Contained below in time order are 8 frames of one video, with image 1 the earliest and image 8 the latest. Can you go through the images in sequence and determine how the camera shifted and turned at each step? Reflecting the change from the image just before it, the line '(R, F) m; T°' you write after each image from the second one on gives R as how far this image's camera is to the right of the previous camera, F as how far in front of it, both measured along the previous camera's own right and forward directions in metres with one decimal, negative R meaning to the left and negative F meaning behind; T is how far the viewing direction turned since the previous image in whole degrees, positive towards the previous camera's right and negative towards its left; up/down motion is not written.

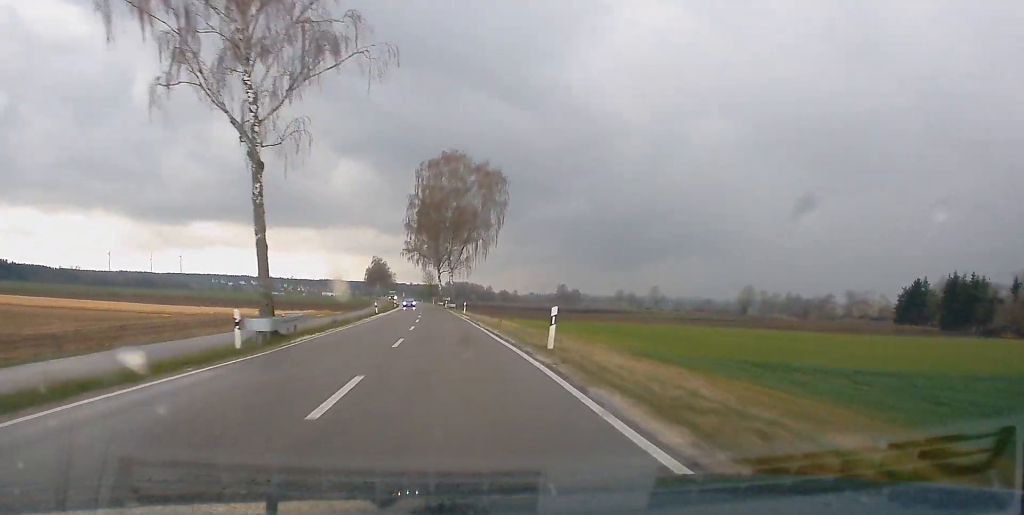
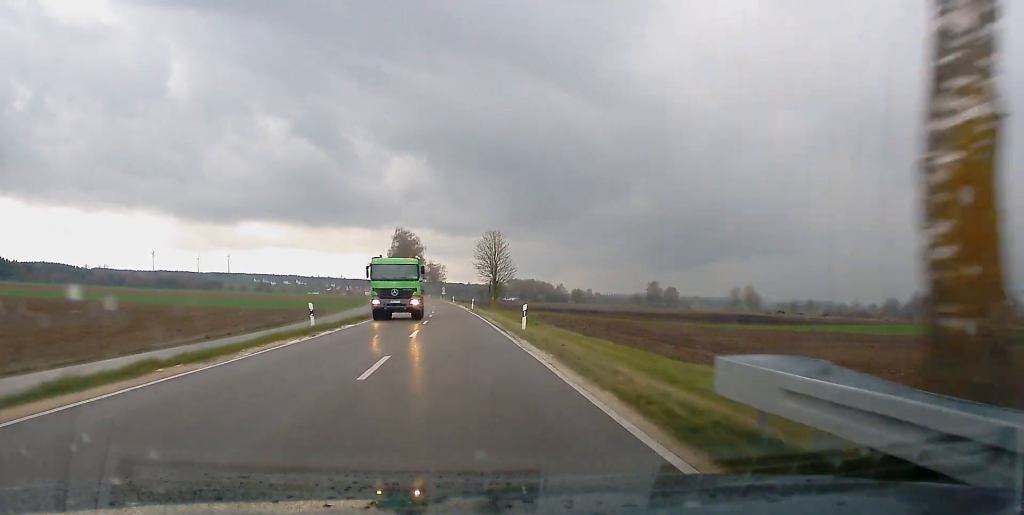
(-4.3, +142.6) m; -3°
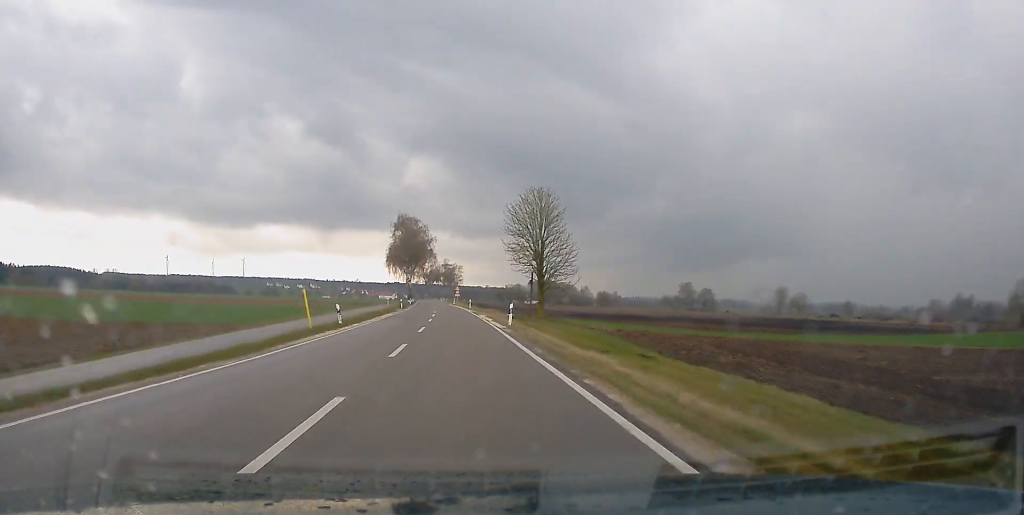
(-0.6, +43.1) m; -1°
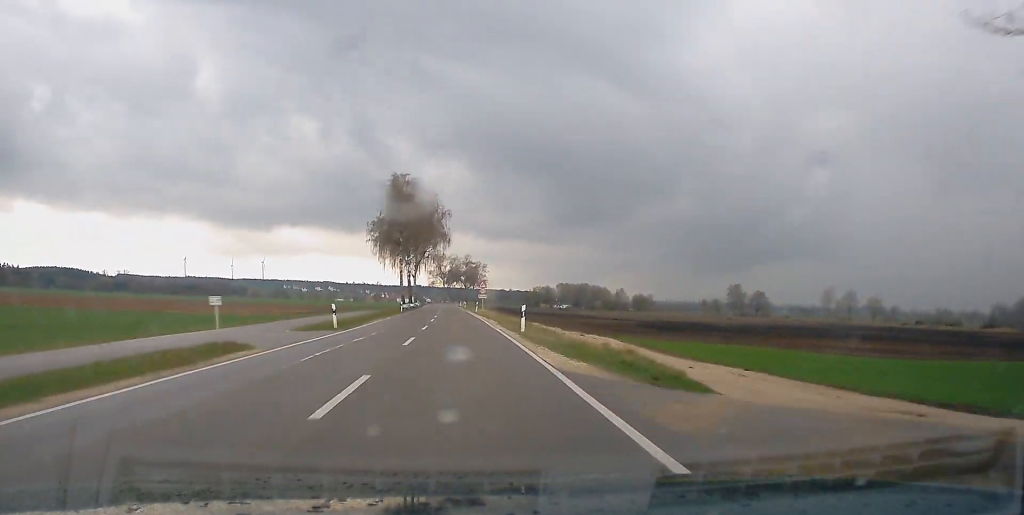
(-0.7, +54.7) m; -1°
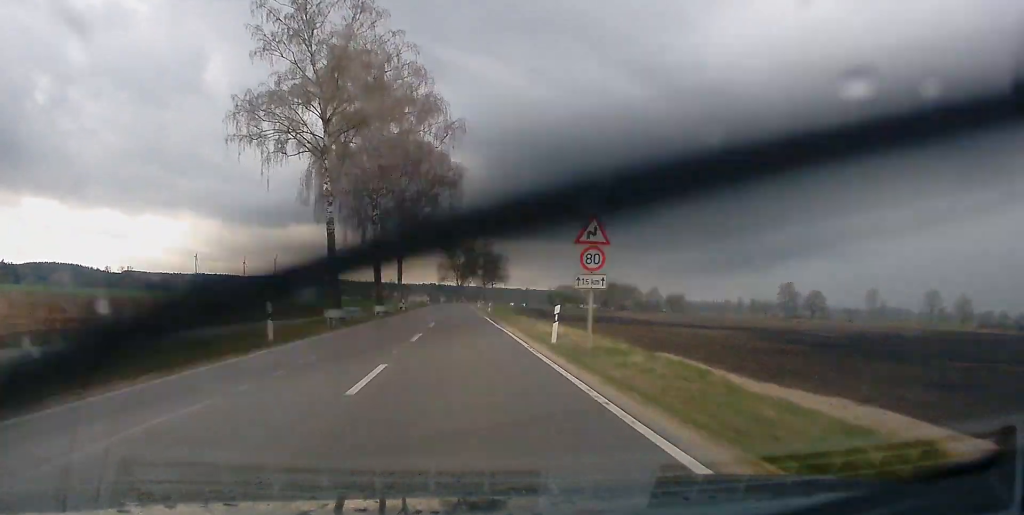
(-0.2, +54.3) m; -1°
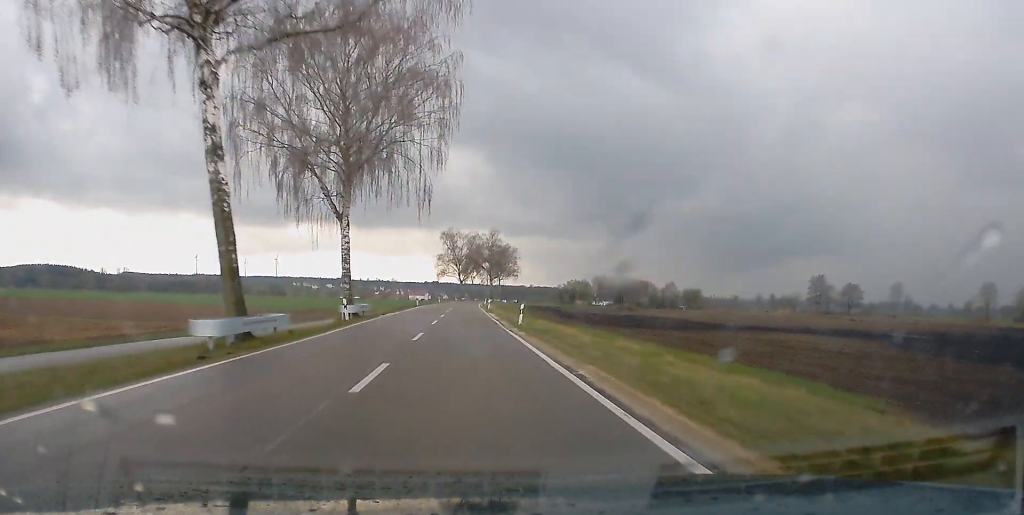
(-0.2, +34.1) m; -1°
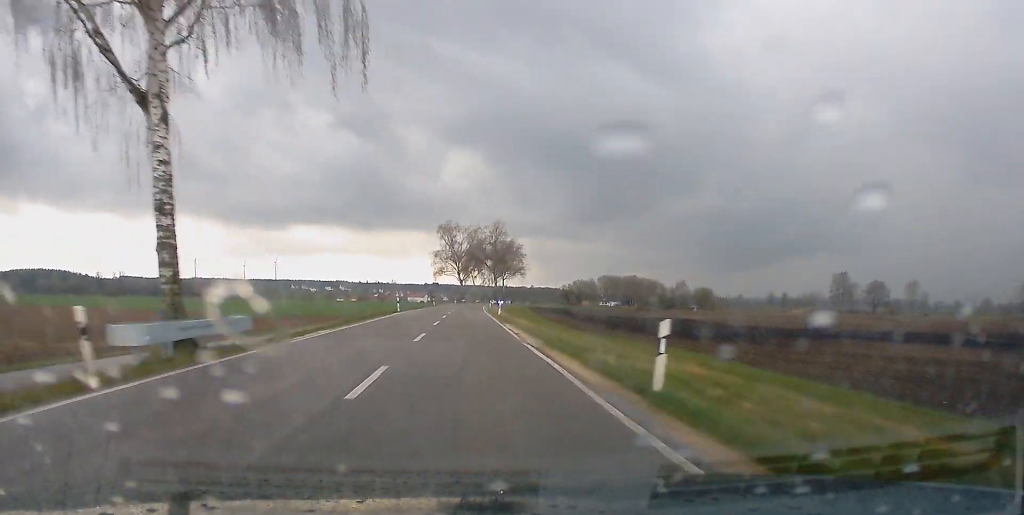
(-0.1, +23.2) m; 0°
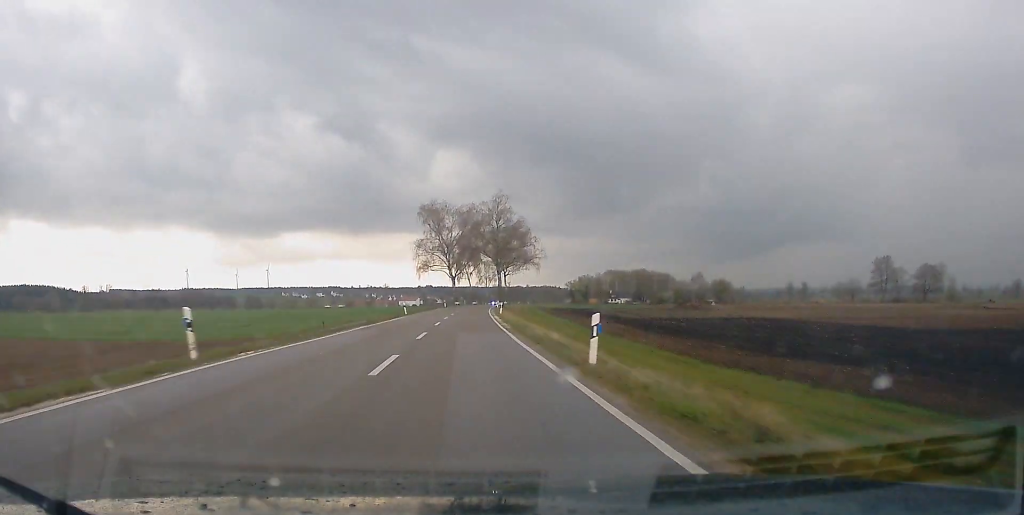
(-0.1, +44.6) m; +1°
